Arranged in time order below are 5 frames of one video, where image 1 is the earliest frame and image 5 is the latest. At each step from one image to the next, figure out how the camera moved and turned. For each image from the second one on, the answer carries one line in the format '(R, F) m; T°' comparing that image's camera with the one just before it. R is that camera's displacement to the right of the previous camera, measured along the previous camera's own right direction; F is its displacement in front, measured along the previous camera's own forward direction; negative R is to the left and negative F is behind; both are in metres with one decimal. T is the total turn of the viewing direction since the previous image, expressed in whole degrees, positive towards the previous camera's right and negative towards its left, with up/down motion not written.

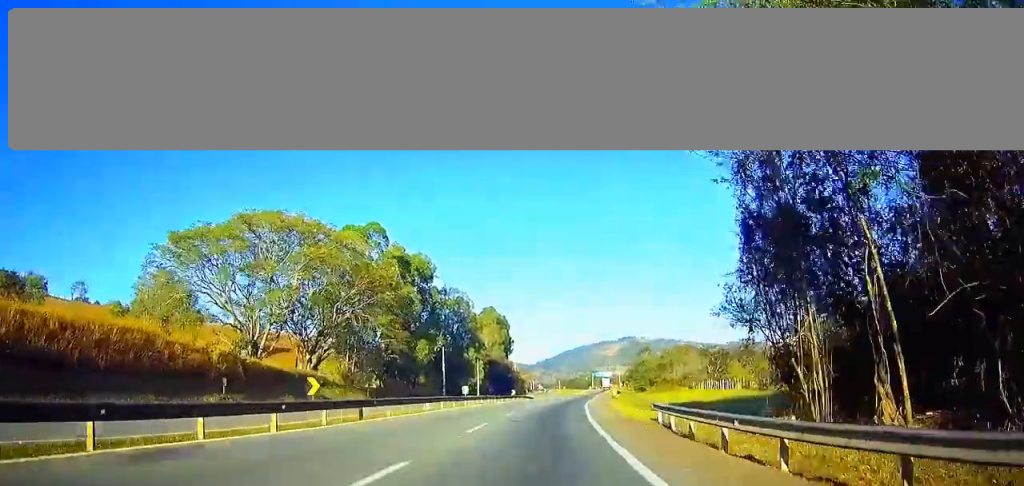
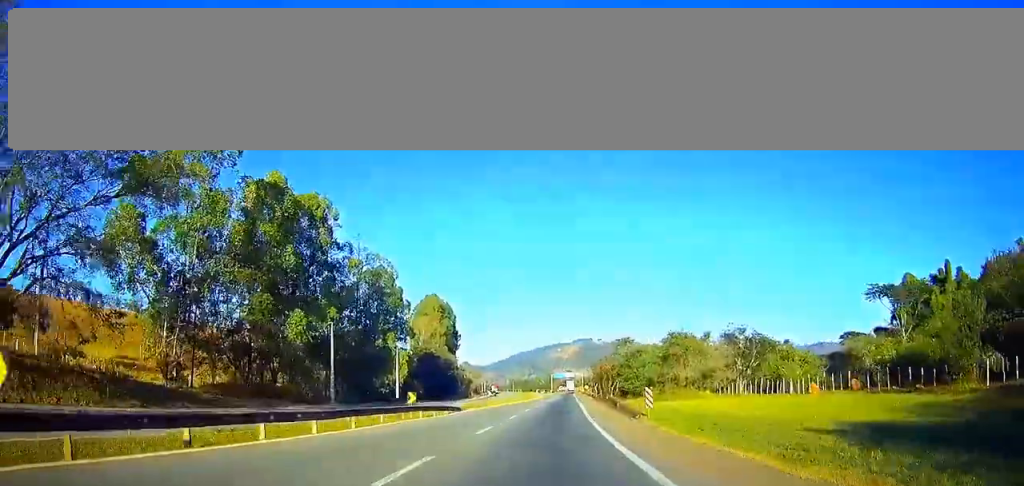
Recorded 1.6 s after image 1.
(+0.9, +44.2) m; +3°
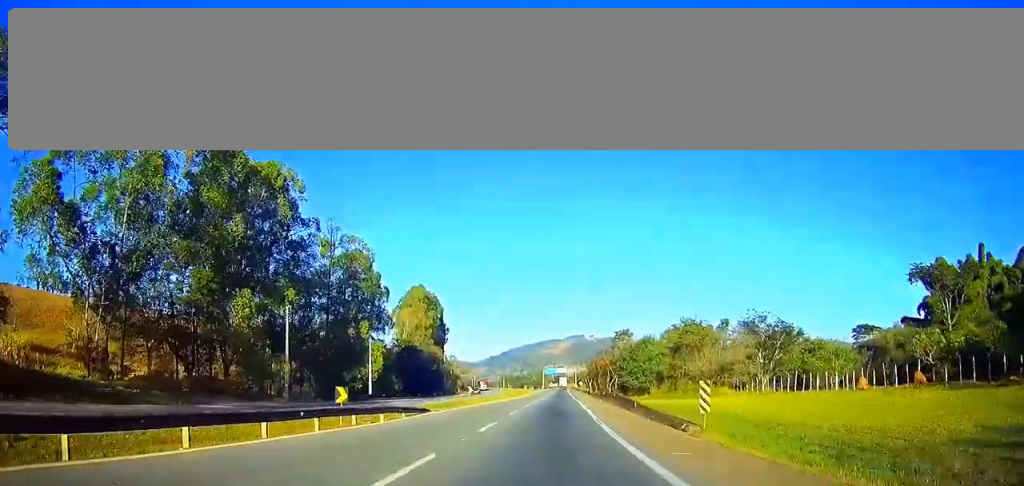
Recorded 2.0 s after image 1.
(+0.2, +12.0) m; +1°
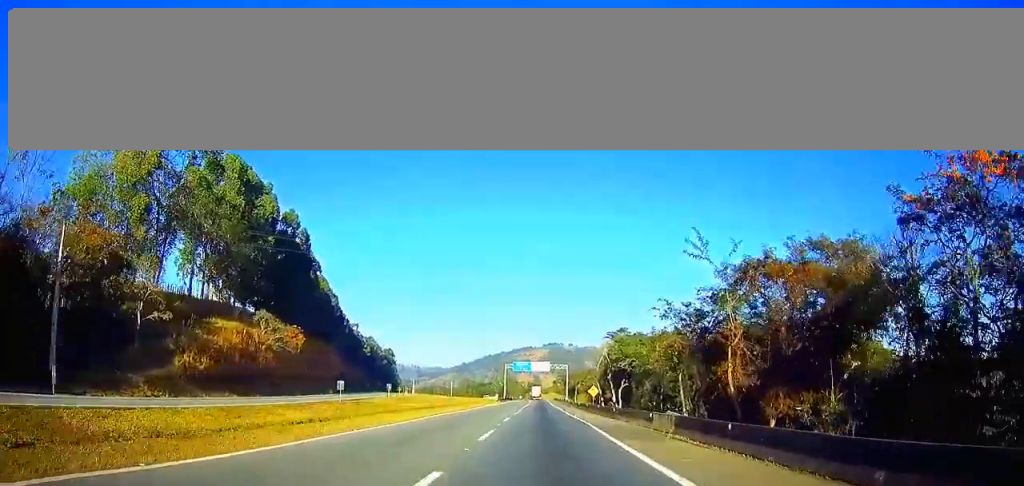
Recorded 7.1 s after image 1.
(+5.8, +140.4) m; +2°
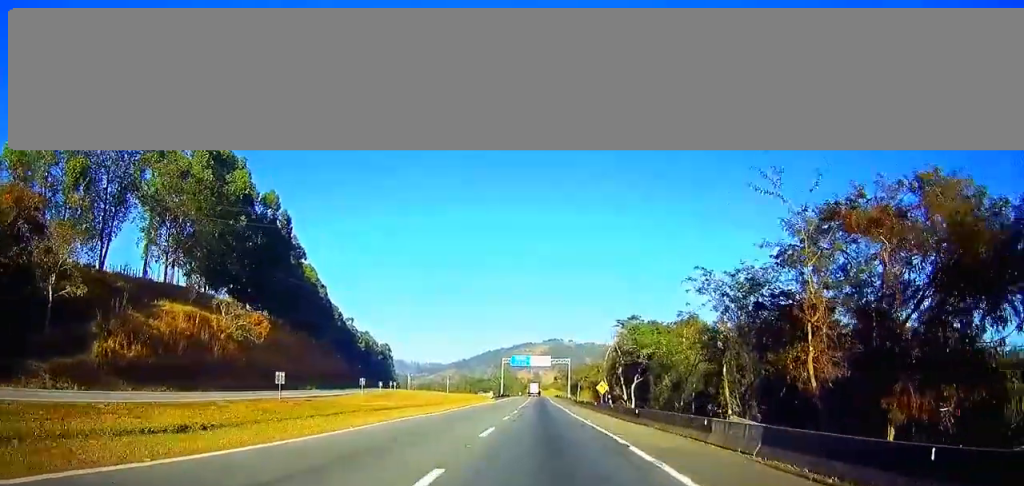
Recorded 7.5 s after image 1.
(0.0, +11.4) m; 0°
